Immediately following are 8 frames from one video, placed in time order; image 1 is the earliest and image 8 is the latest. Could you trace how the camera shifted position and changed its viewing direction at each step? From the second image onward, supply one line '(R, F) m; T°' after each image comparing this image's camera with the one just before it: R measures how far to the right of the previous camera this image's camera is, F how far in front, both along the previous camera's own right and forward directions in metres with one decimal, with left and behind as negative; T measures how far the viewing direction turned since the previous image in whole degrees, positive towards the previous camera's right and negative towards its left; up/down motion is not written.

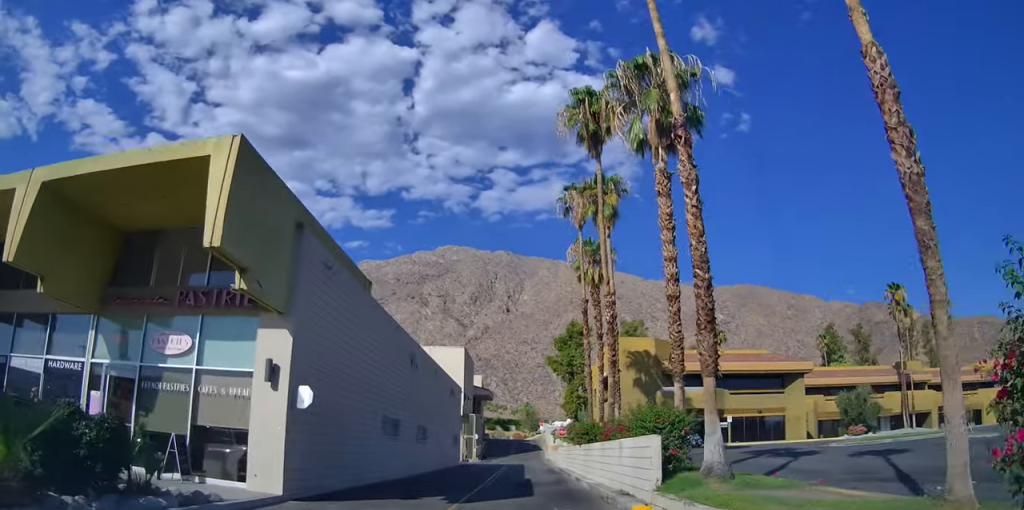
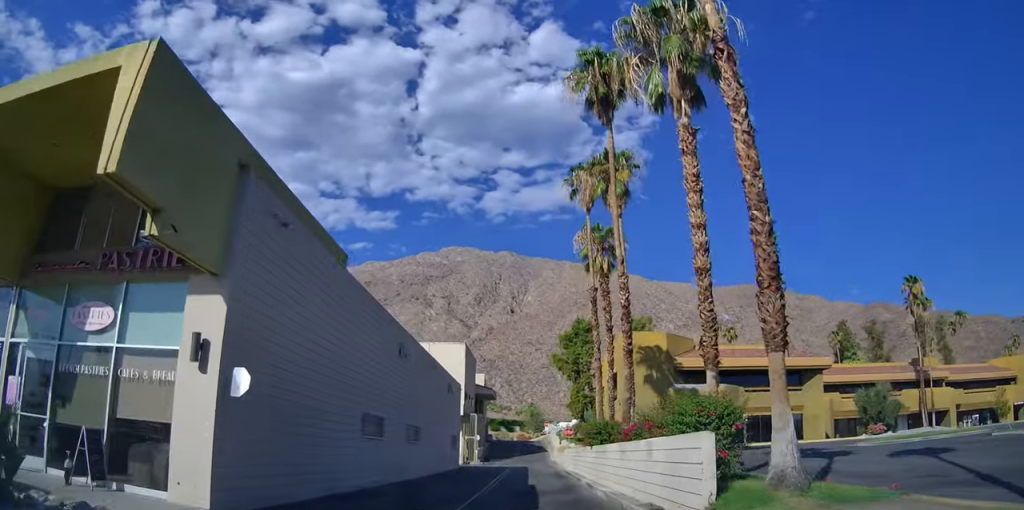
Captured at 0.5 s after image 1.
(+0.2, +3.0) m; +2°
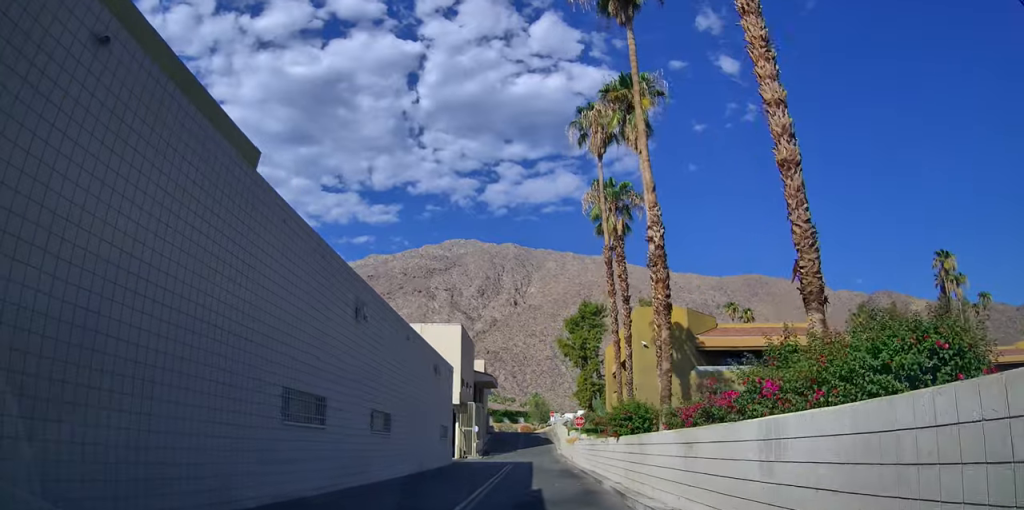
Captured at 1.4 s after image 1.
(+0.3, +5.6) m; +3°
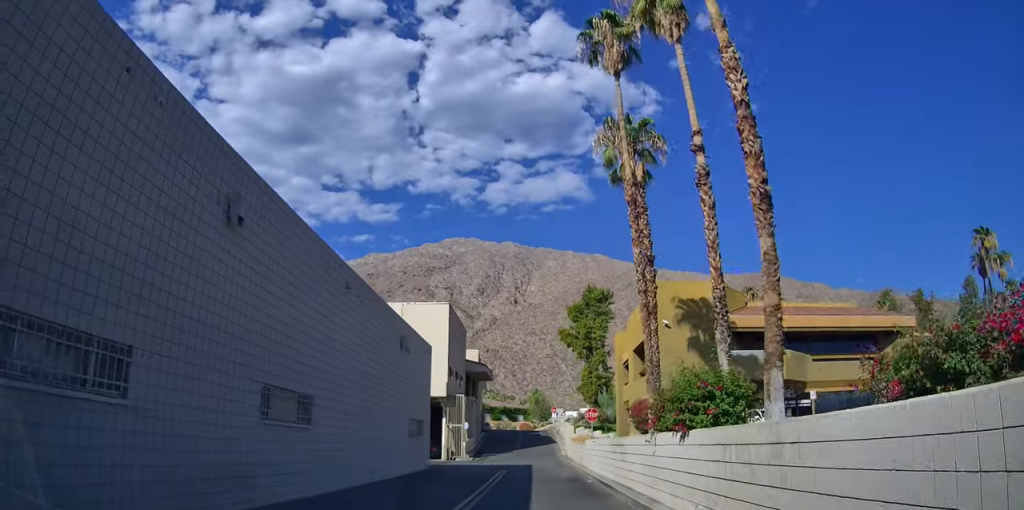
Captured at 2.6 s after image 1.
(+0.1, +7.1) m; +1°
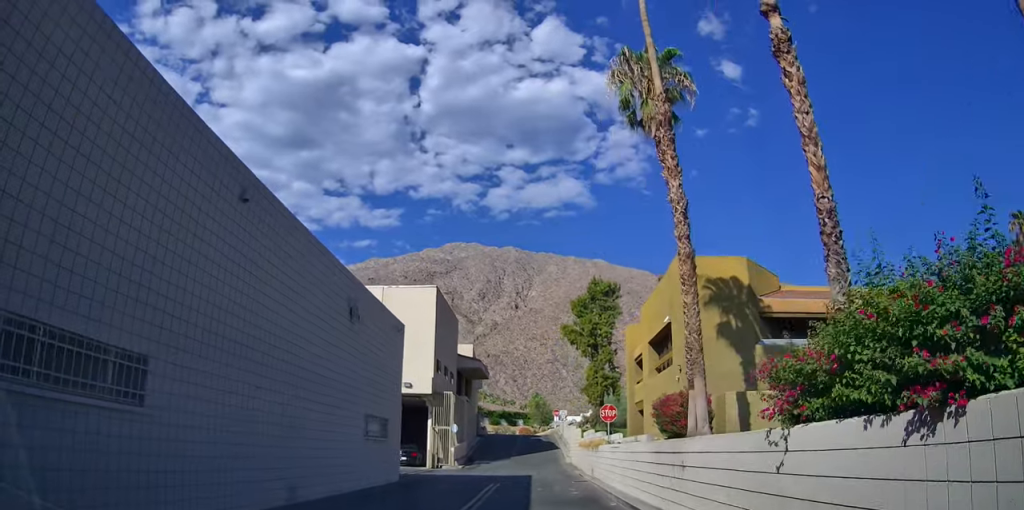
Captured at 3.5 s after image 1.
(0.0, +5.6) m; 0°
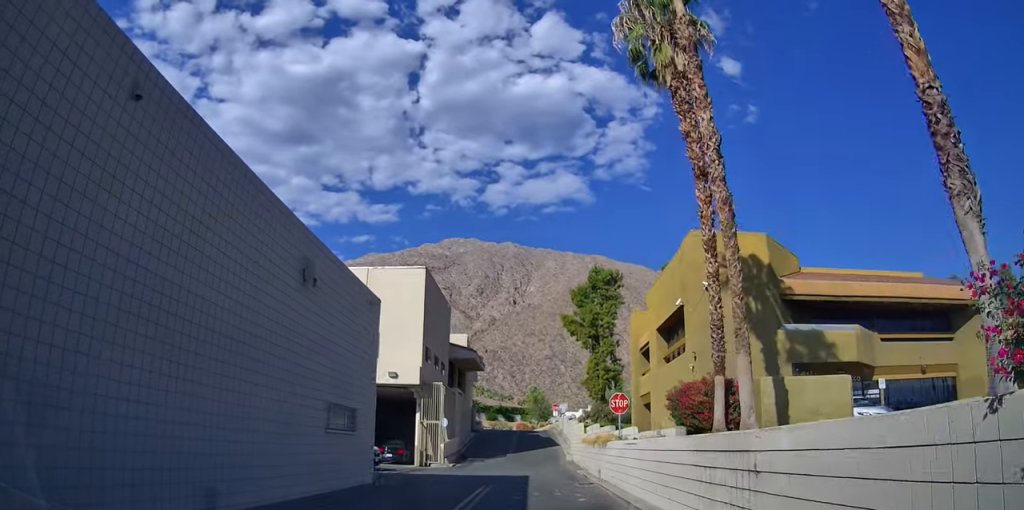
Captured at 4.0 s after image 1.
(0.0, +3.0) m; 0°
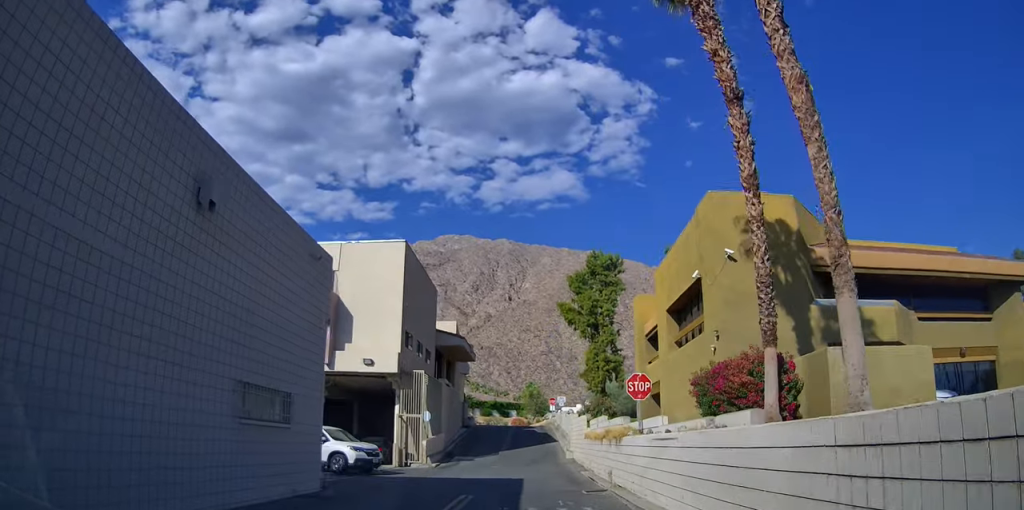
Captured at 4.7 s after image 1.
(0.0, +4.1) m; 0°
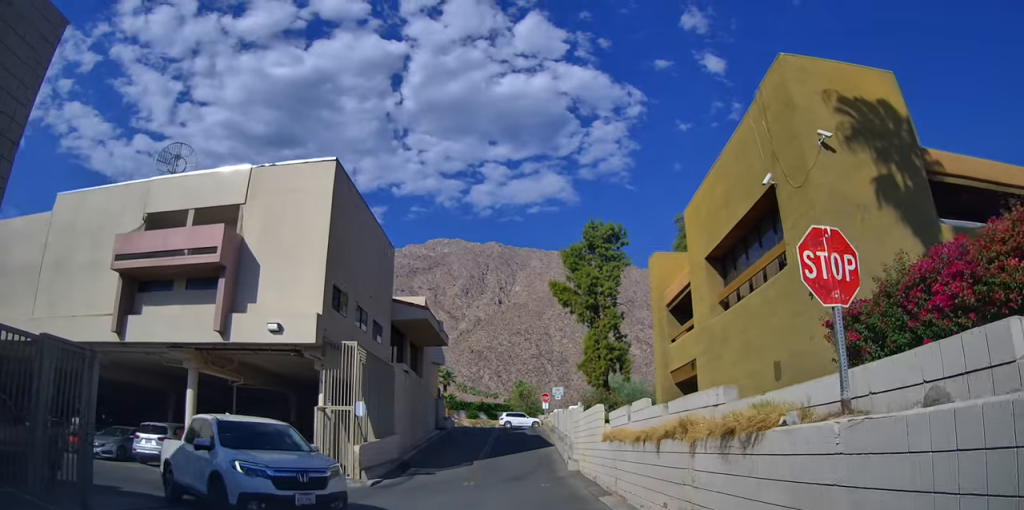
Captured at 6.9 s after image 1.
(0.0, +12.8) m; 0°
